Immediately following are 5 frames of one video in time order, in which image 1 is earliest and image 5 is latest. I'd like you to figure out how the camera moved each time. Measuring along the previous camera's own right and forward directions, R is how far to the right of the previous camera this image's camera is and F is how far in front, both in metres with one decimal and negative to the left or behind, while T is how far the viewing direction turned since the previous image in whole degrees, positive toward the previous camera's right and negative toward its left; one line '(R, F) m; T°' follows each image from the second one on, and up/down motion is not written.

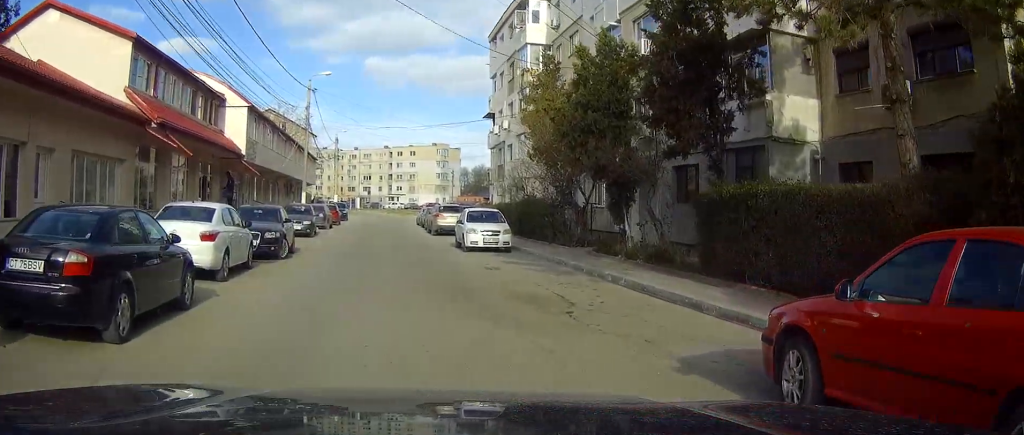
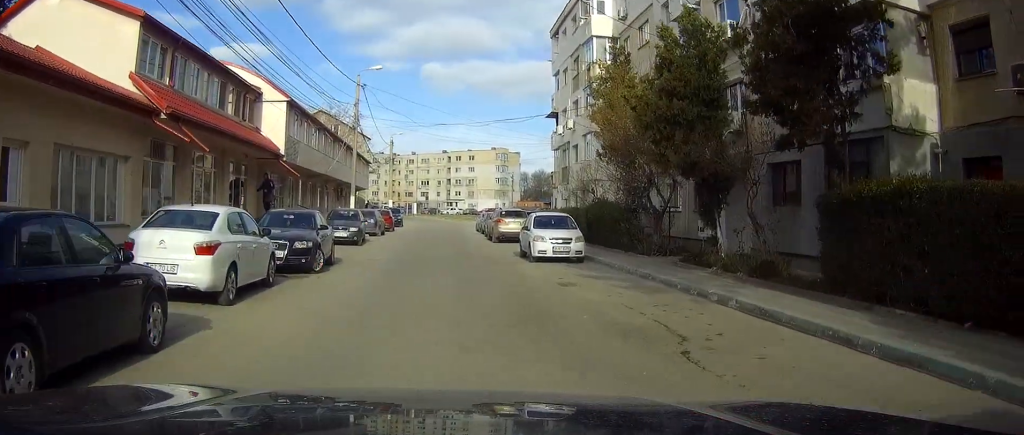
(-0.1, +2.7) m; 0°
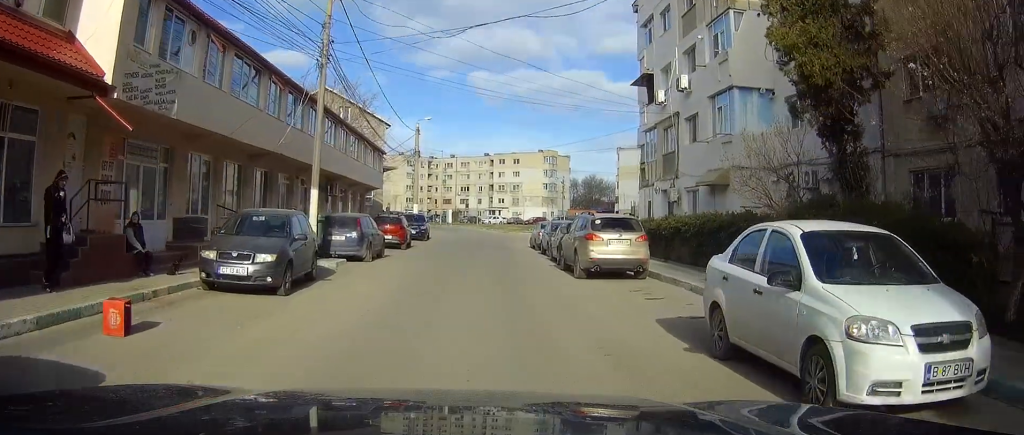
(+0.2, +16.8) m; -2°
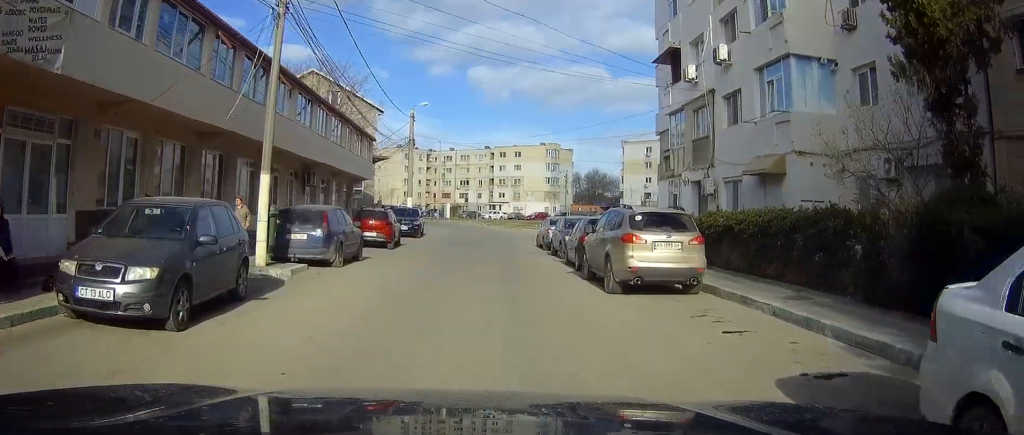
(-0.1, +4.7) m; -1°
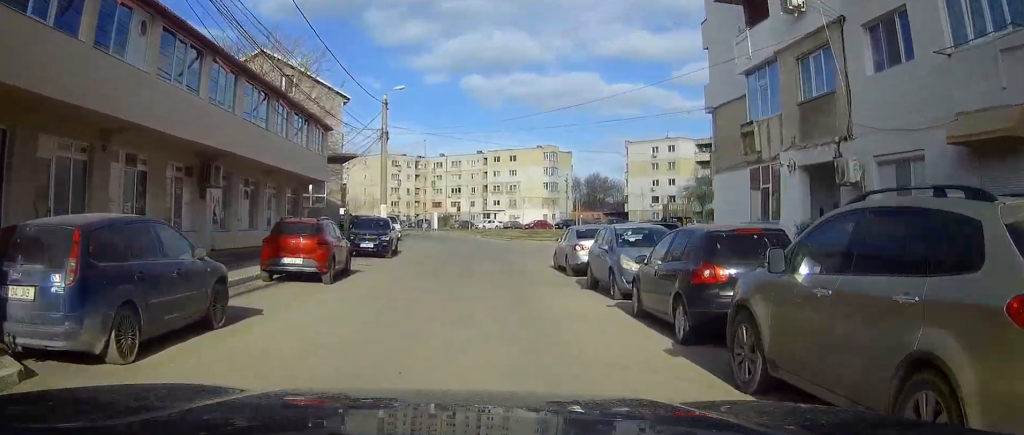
(-0.1, +10.5) m; -2°
